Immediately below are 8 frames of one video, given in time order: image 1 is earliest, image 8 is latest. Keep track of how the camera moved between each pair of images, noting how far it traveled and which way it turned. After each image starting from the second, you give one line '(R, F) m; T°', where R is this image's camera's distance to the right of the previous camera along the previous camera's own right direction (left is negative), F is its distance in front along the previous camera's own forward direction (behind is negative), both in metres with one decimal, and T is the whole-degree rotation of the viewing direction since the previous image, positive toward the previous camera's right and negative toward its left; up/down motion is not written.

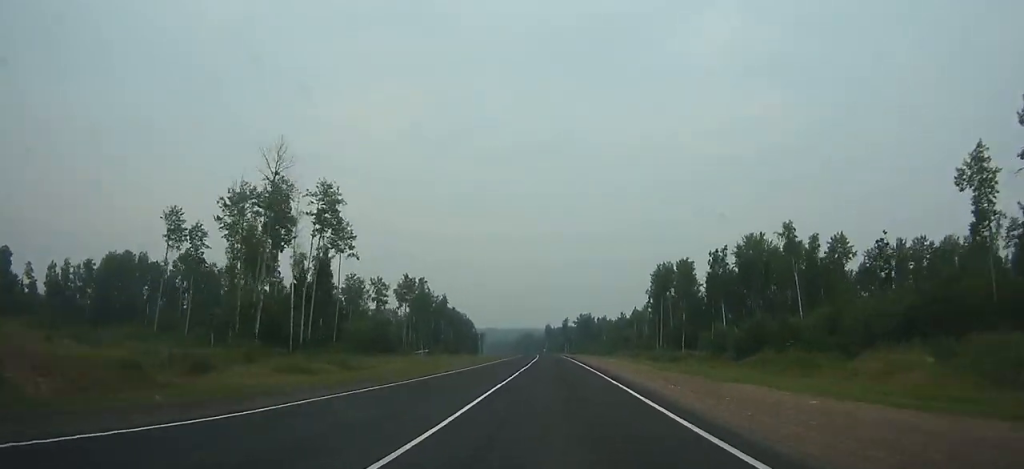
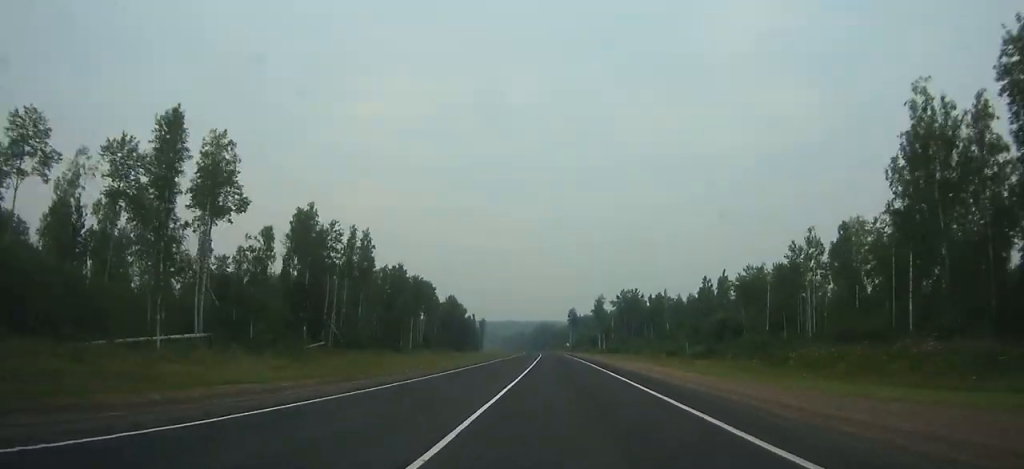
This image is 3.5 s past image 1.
(-1.9, +112.9) m; -2°
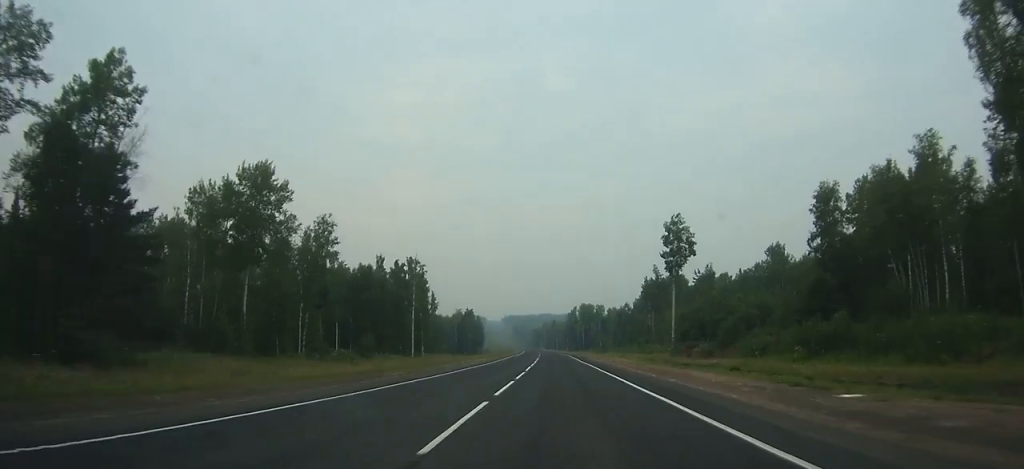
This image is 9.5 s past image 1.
(-6.1, +198.6) m; -4°
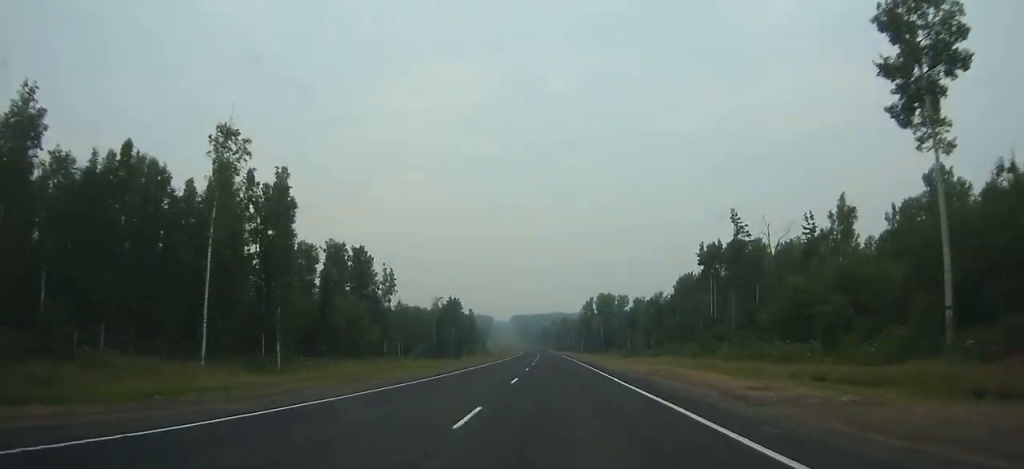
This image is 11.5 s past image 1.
(-0.7, +64.8) m; -1°
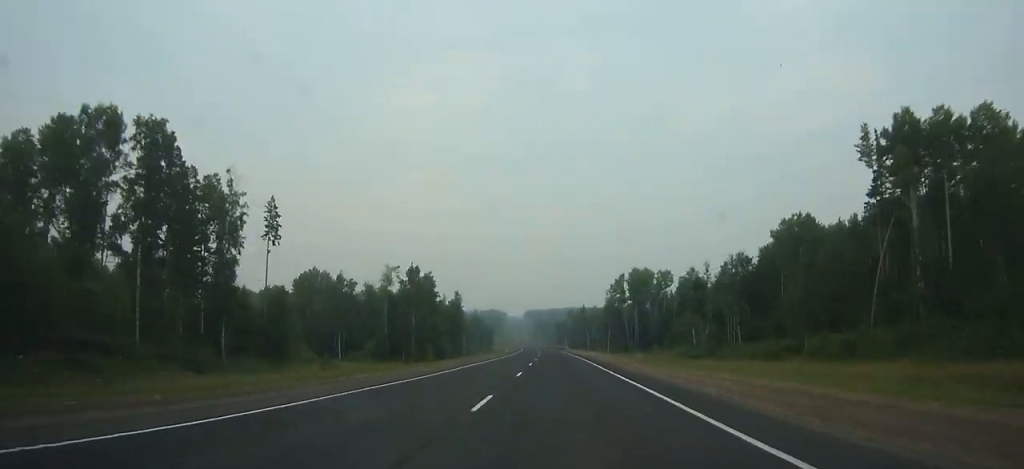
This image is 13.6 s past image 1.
(-0.4, +67.2) m; -1°
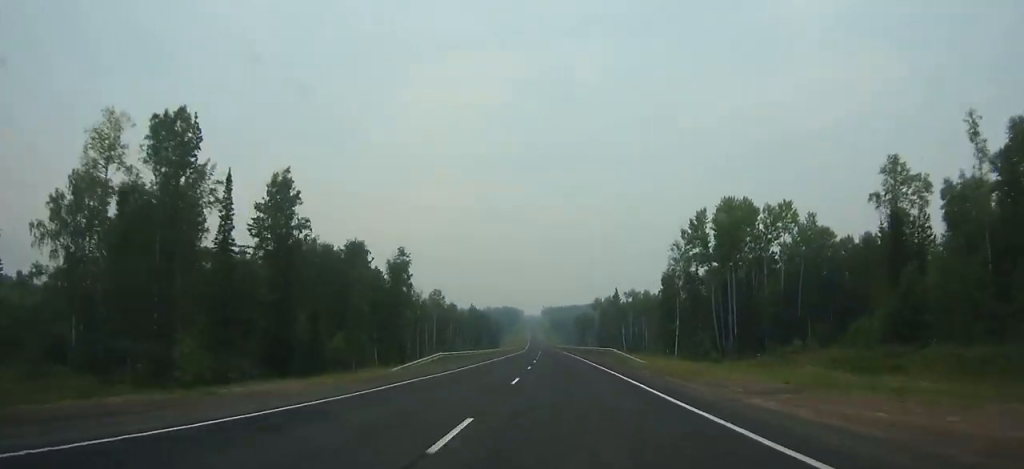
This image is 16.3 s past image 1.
(-1.6, +86.4) m; -2°
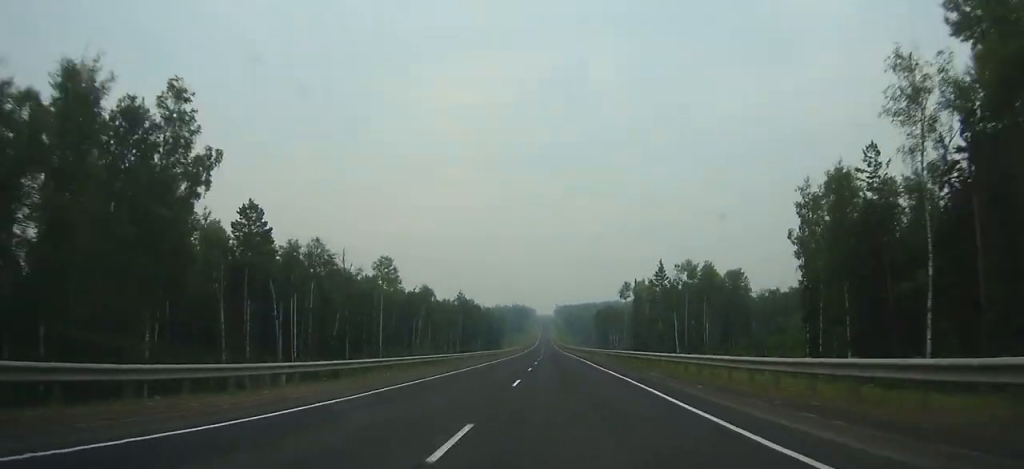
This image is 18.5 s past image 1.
(-0.9, +74.0) m; -1°
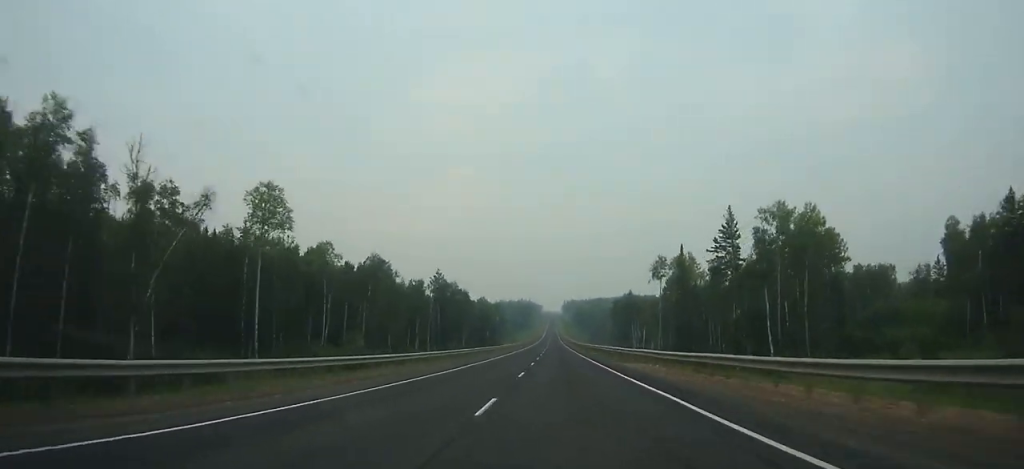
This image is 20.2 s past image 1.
(-0.3, +57.8) m; -1°
